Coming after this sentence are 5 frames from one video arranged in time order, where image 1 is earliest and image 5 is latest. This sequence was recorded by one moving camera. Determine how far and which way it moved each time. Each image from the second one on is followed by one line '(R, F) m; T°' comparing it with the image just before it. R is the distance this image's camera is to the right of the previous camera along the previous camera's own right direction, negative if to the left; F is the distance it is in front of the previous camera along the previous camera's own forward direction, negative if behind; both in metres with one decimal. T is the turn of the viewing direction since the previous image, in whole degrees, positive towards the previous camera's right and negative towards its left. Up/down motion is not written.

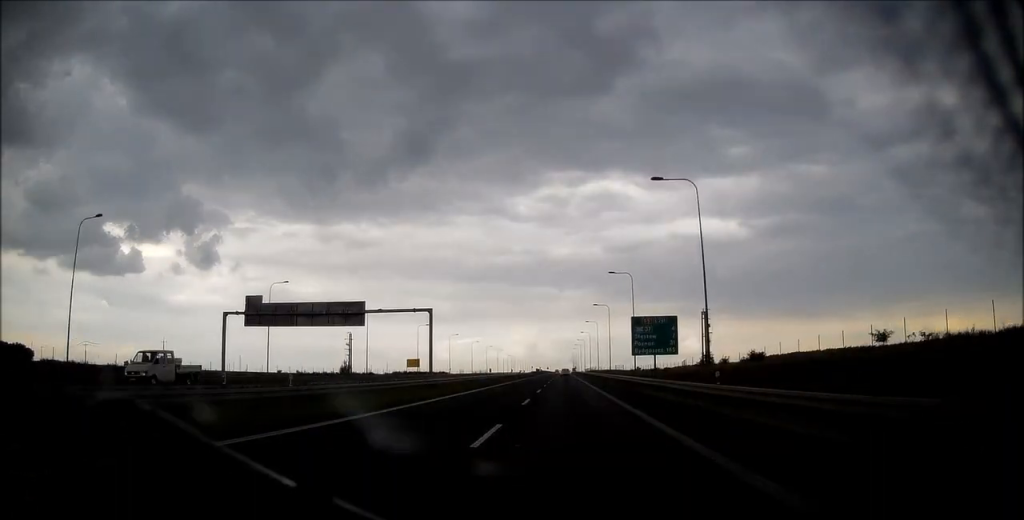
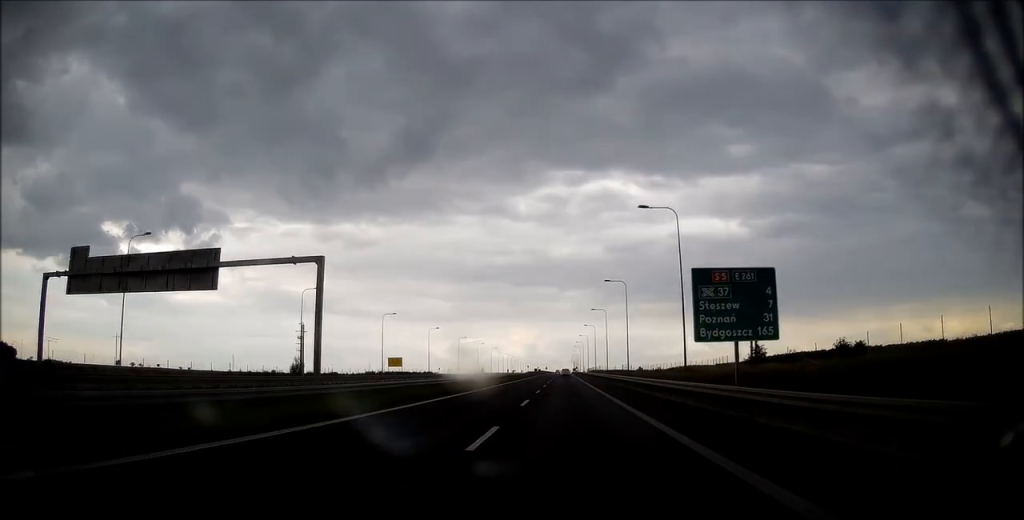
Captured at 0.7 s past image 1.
(+0.1, +24.4) m; 0°
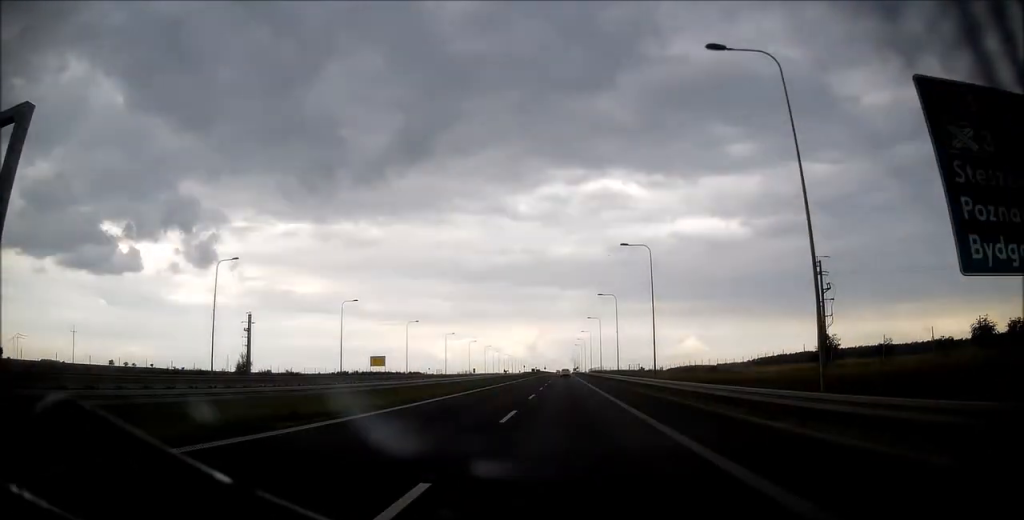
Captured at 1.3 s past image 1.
(-0.1, +18.9) m; 0°
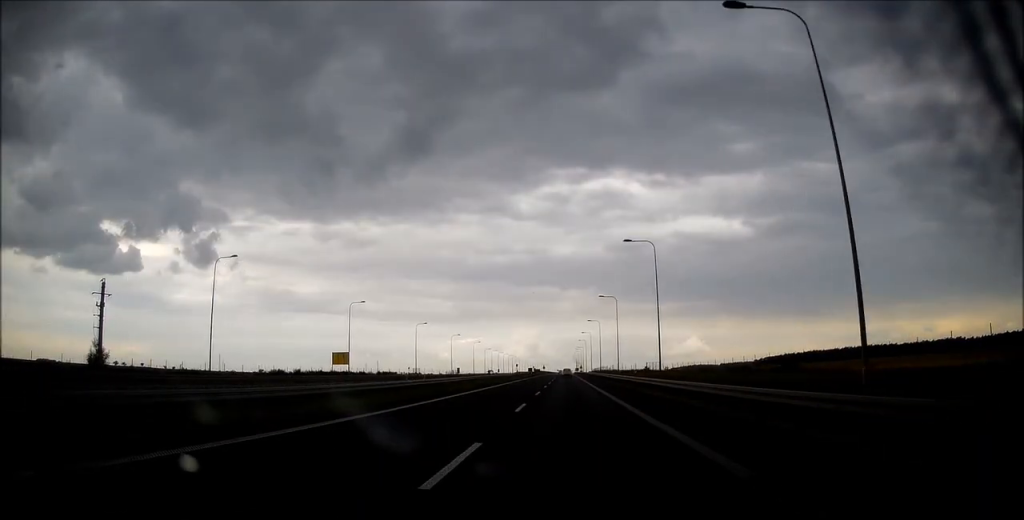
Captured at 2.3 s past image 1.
(-0.2, +32.2) m; 0°
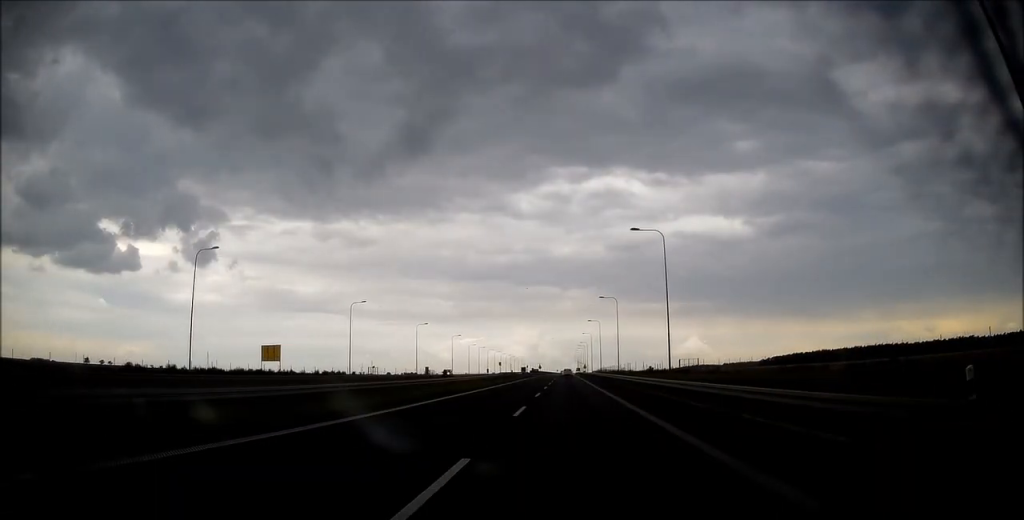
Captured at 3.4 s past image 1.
(+0.2, +37.8) m; 0°
